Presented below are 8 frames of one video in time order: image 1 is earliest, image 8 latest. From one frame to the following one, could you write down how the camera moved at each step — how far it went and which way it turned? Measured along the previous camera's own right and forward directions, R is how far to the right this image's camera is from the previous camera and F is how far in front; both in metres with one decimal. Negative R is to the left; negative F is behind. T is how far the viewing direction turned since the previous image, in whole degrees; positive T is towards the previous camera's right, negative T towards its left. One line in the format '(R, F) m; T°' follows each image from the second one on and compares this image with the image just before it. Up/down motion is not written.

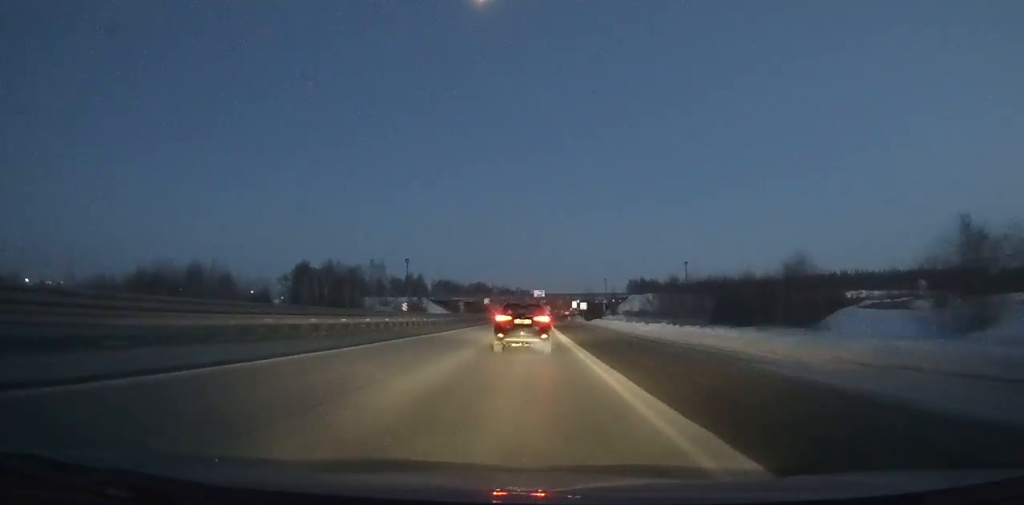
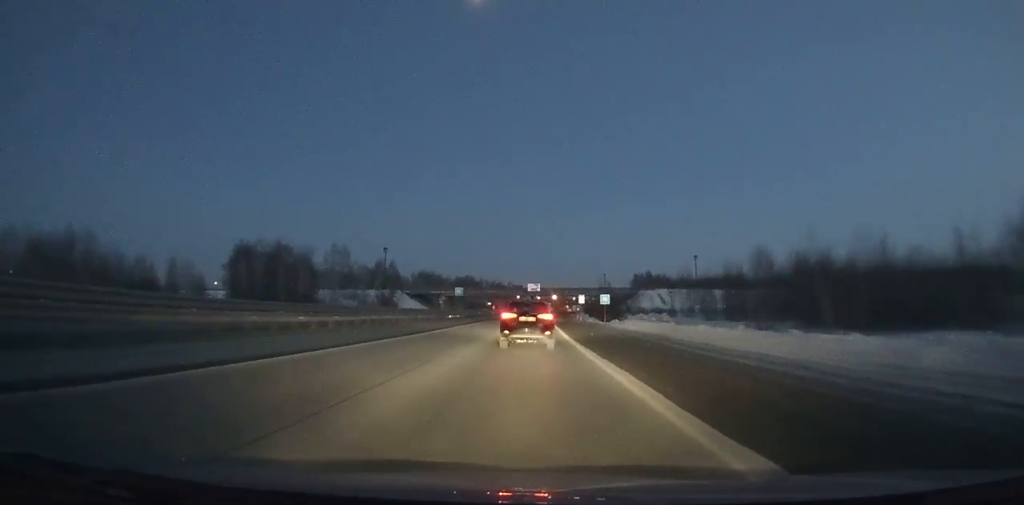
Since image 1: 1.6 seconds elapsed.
(+0.2, +32.2) m; +1°
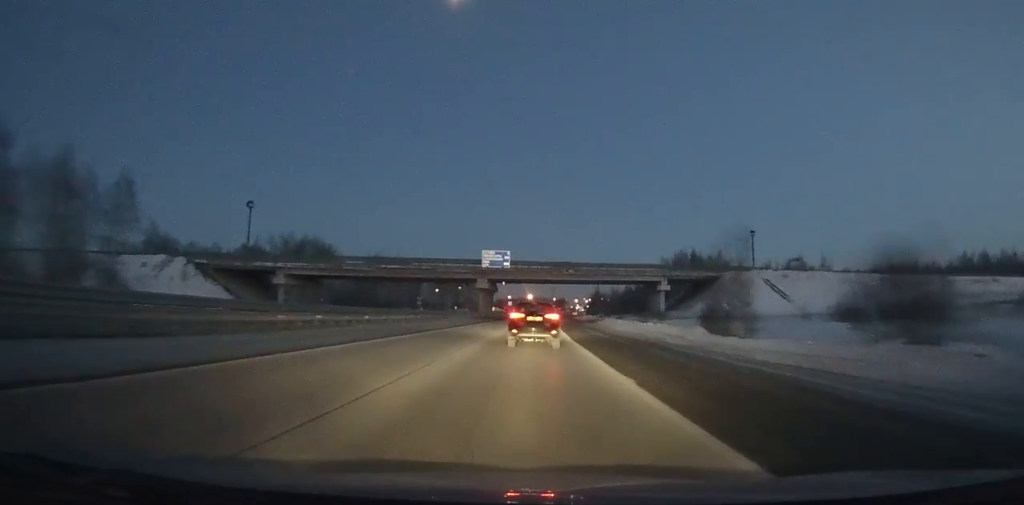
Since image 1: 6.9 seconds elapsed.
(+2.4, +106.7) m; +3°
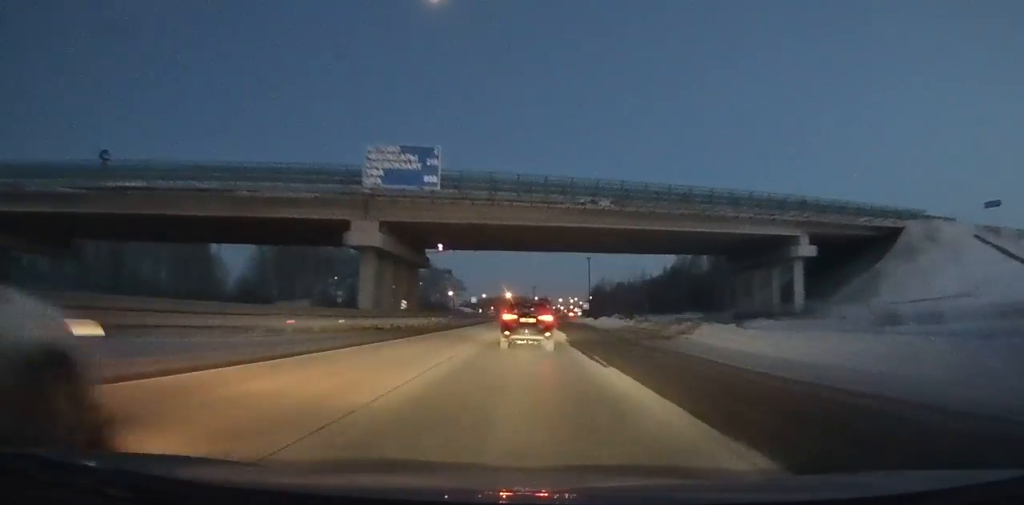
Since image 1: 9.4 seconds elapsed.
(+1.1, +50.9) m; +2°
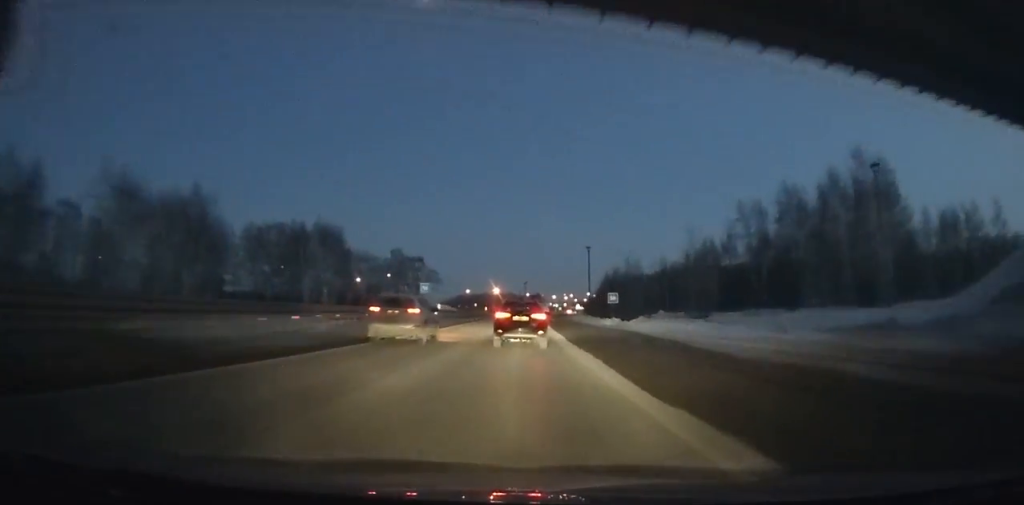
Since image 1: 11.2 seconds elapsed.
(+0.4, +38.6) m; +1°
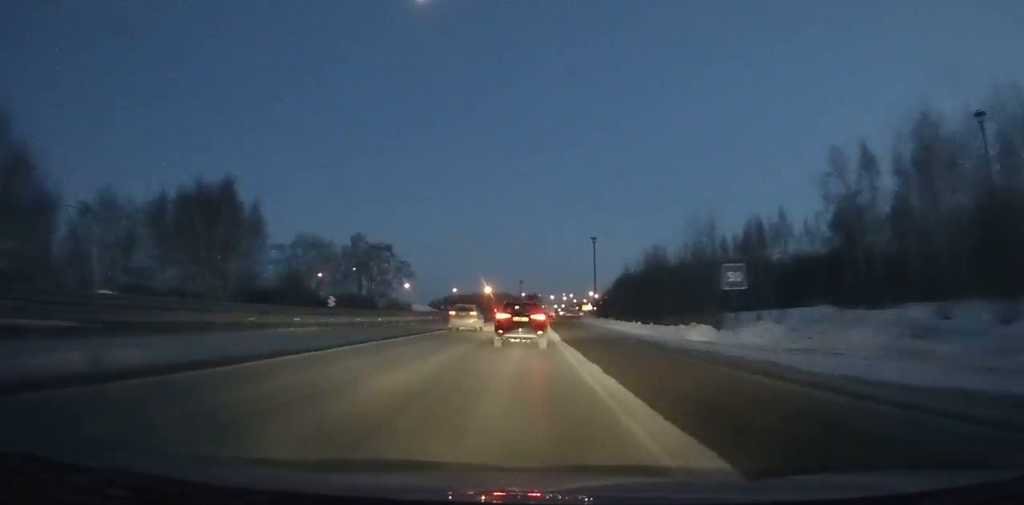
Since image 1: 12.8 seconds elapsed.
(+0.1, +34.5) m; +1°
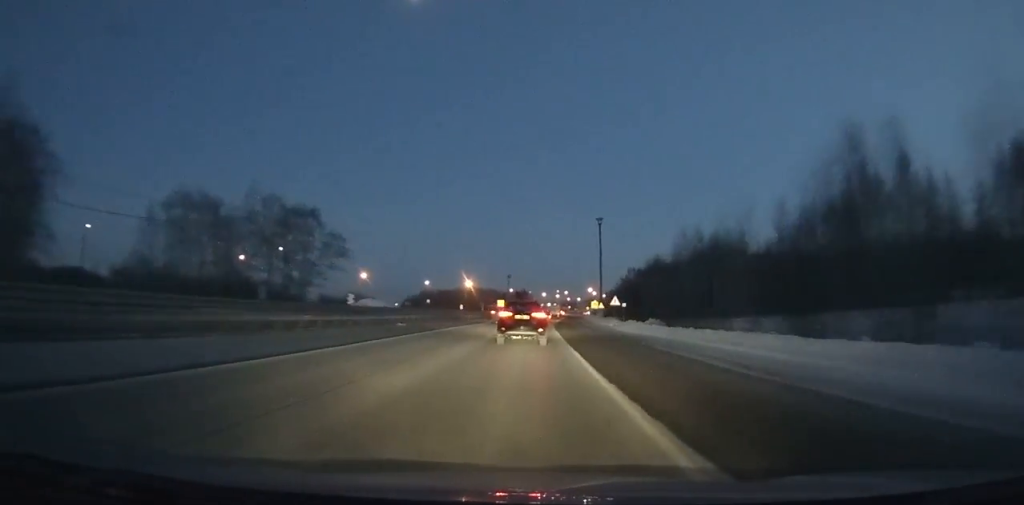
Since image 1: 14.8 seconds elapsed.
(+0.2, +42.9) m; +1°
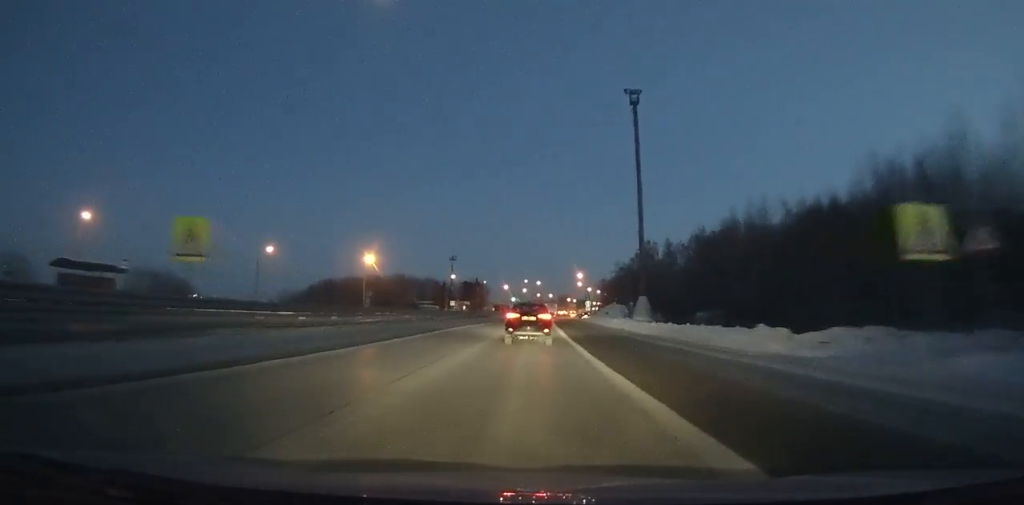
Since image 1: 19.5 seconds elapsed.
(+2.9, +97.2) m; +3°
